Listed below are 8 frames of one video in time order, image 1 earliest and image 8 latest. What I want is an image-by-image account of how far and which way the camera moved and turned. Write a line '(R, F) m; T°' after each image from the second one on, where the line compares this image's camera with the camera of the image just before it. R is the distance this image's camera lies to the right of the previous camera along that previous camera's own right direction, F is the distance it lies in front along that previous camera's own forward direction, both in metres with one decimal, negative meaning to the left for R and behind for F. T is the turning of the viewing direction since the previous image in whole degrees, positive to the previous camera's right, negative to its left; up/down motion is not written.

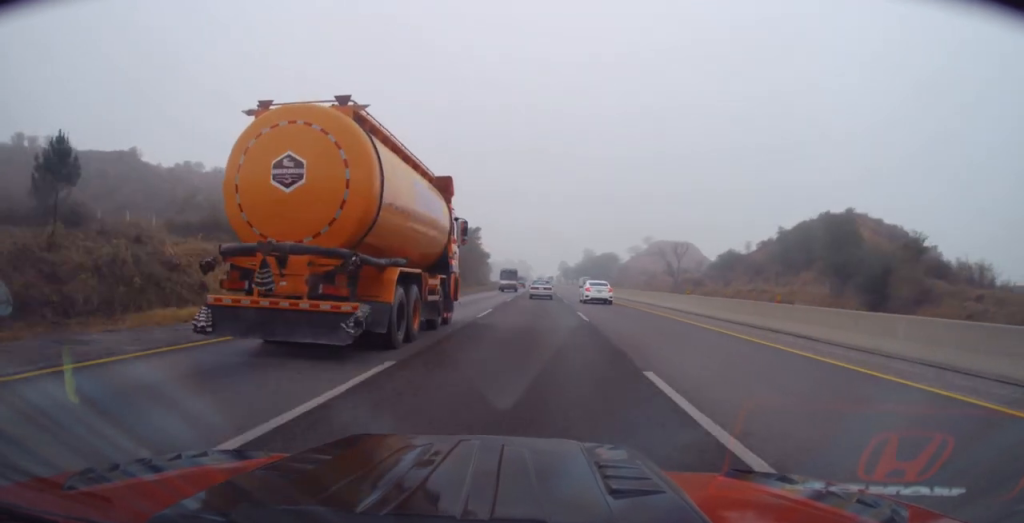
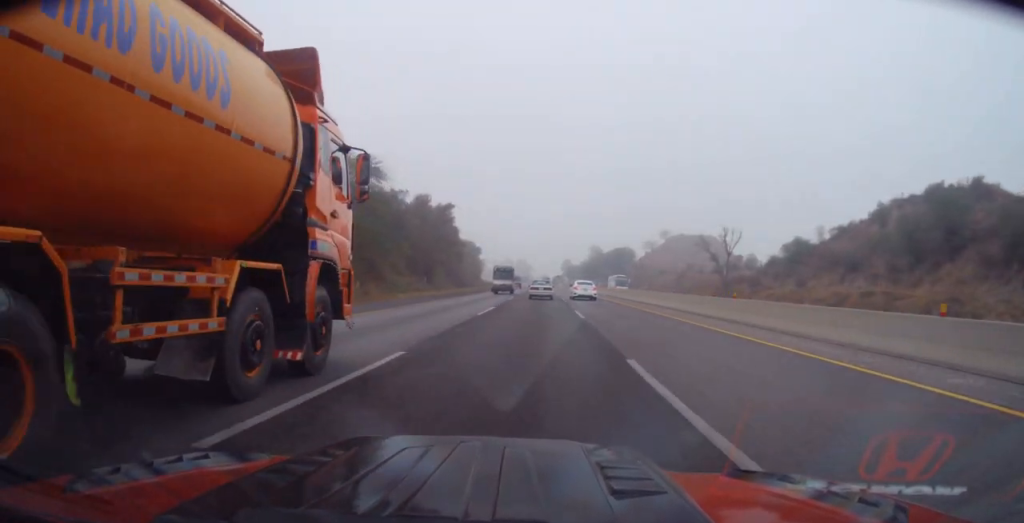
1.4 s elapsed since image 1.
(-0.6, +34.5) m; 0°
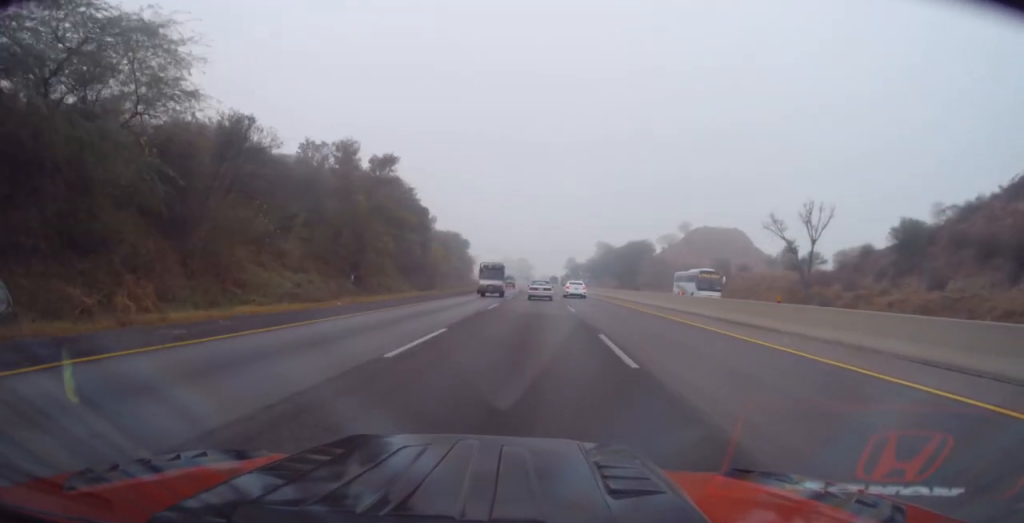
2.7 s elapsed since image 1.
(+0.3, +30.7) m; 0°
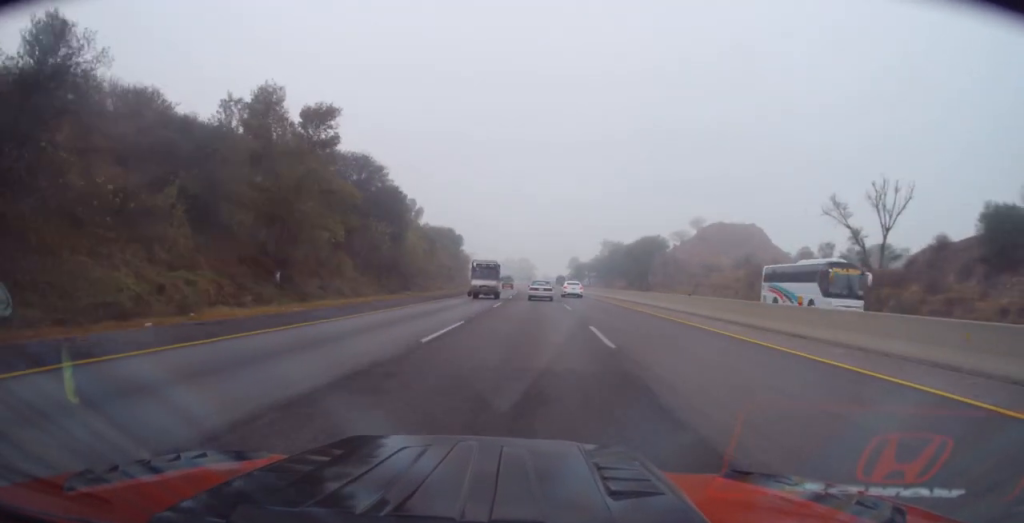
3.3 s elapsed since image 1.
(-0.4, +14.6) m; 0°
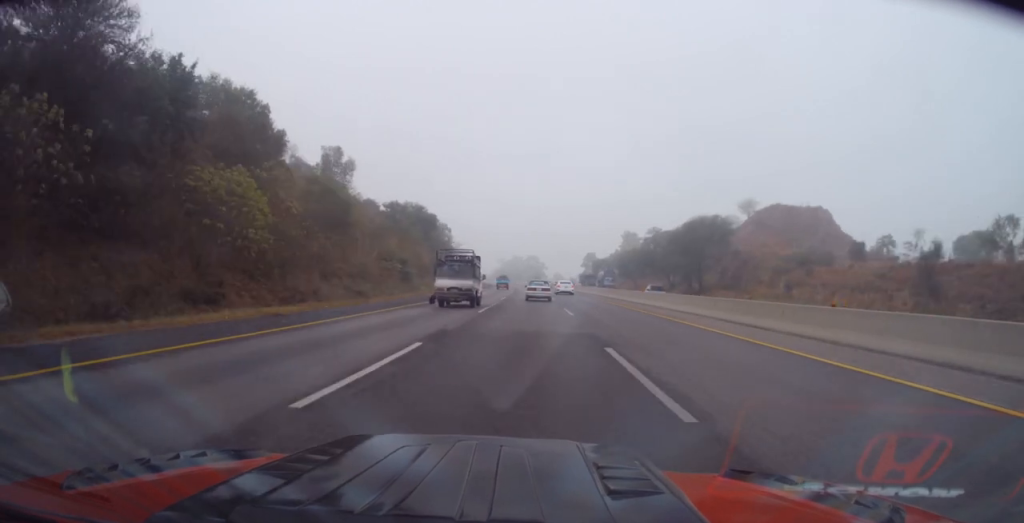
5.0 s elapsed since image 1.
(+0.4, +41.6) m; -2°
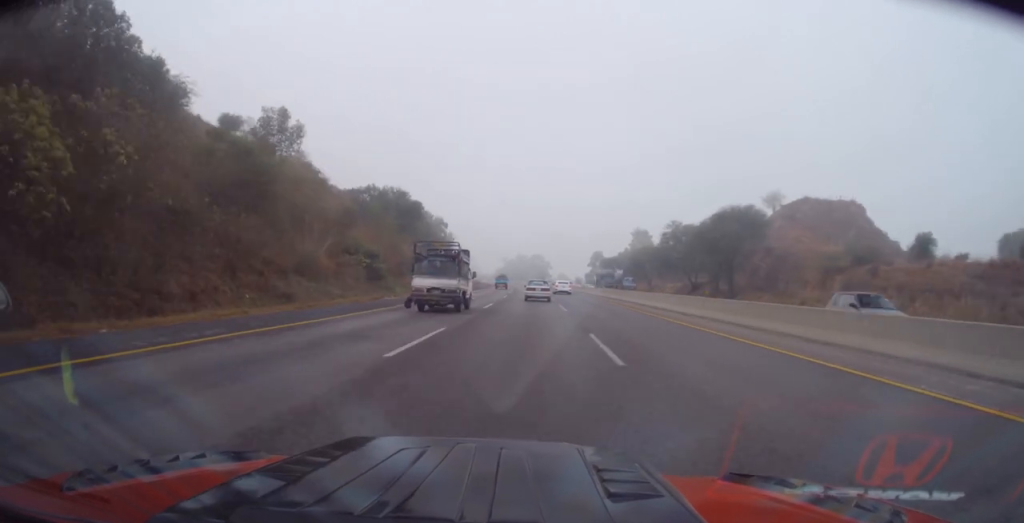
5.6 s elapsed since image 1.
(-0.2, +14.7) m; -1°
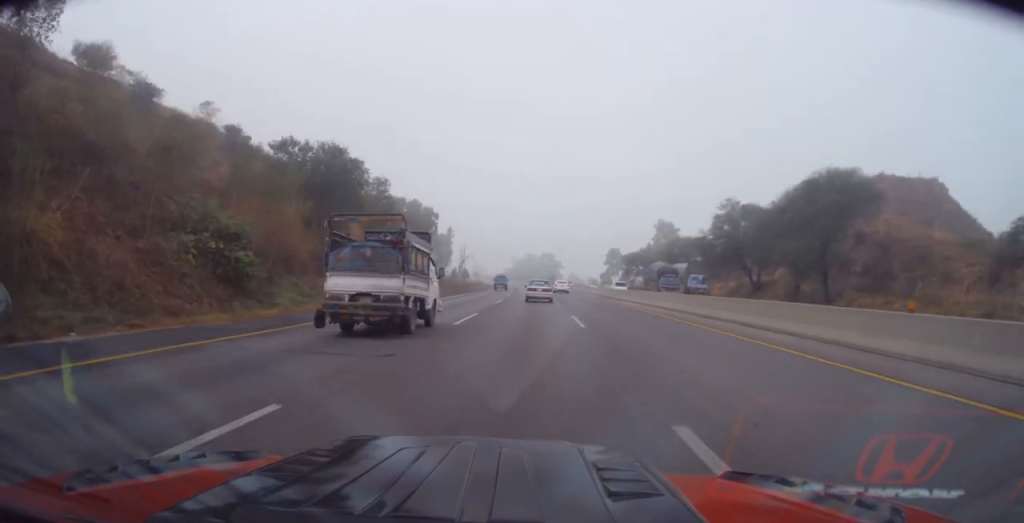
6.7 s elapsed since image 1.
(-0.1, +27.7) m; 0°
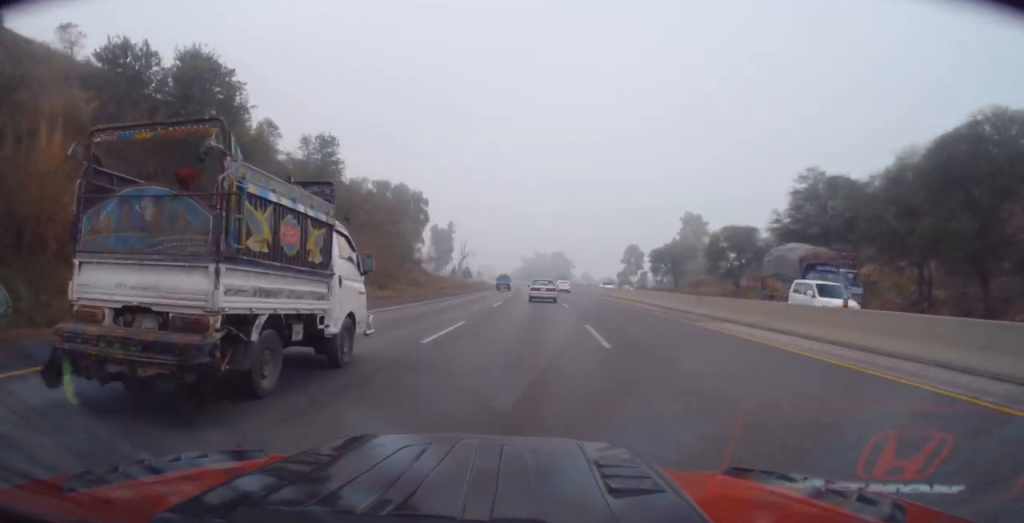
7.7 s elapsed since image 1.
(0.0, +22.8) m; -1°
